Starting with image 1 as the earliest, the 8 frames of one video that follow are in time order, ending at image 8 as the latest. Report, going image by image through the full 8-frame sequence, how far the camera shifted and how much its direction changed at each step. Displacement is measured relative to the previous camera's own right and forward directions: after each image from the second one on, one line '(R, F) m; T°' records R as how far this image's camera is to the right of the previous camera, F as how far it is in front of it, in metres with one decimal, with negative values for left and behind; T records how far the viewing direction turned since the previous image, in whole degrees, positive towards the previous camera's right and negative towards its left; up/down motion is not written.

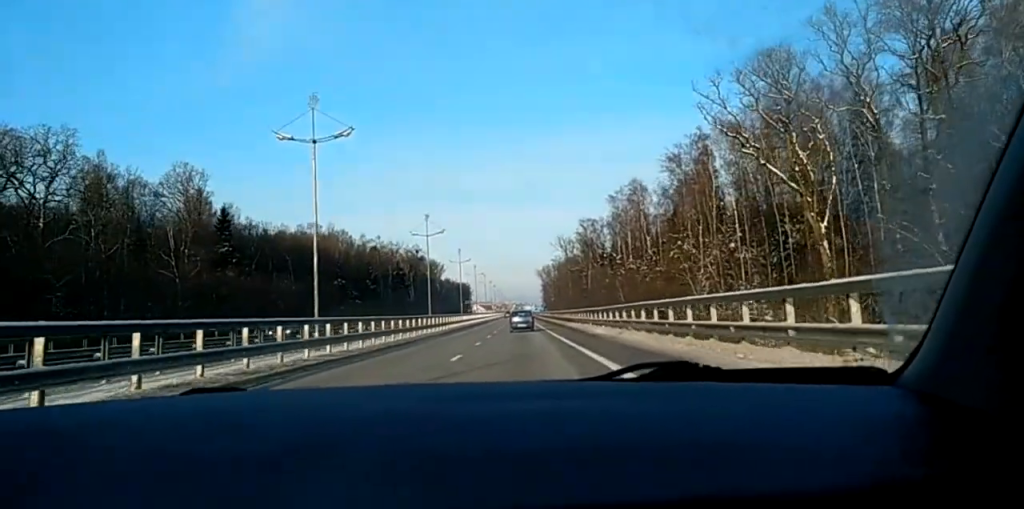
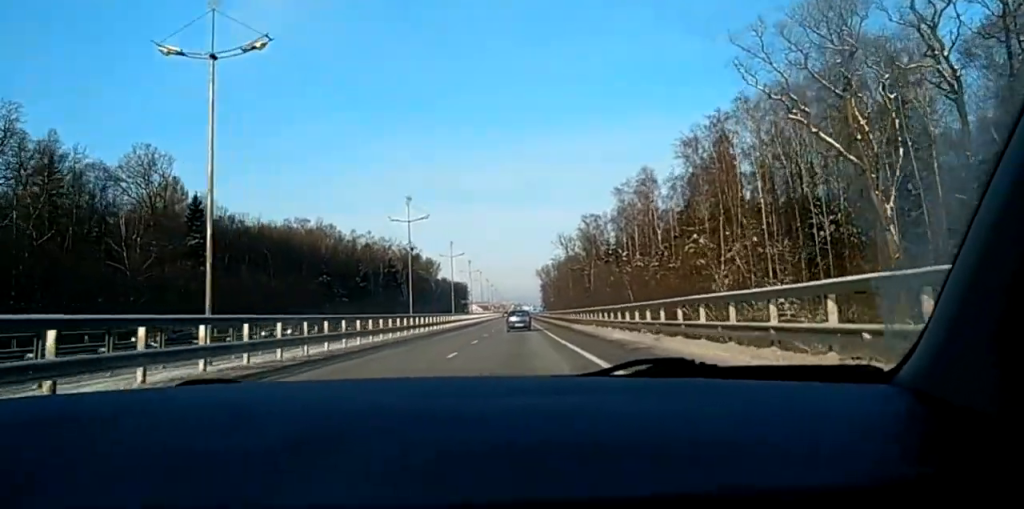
(-0.2, +11.4) m; 0°
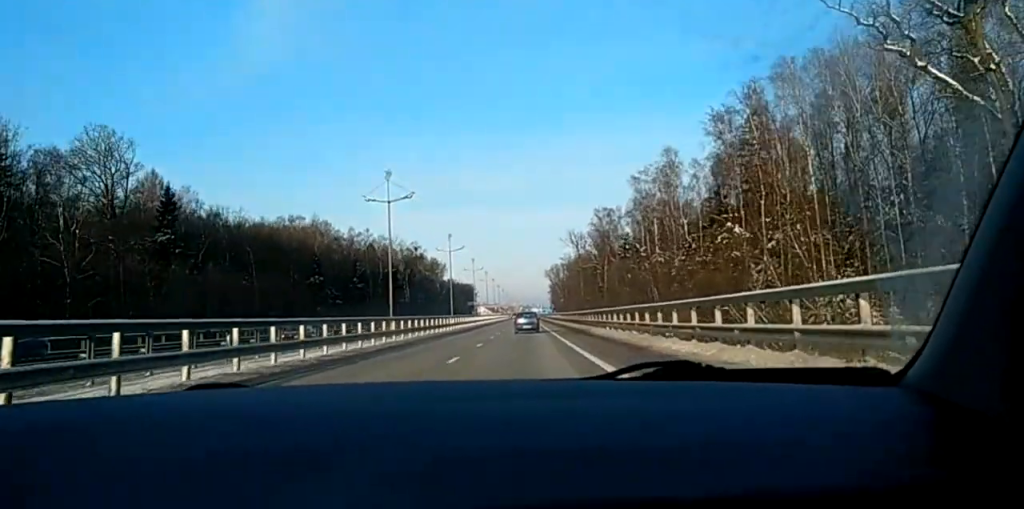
(+0.1, +13.4) m; 0°
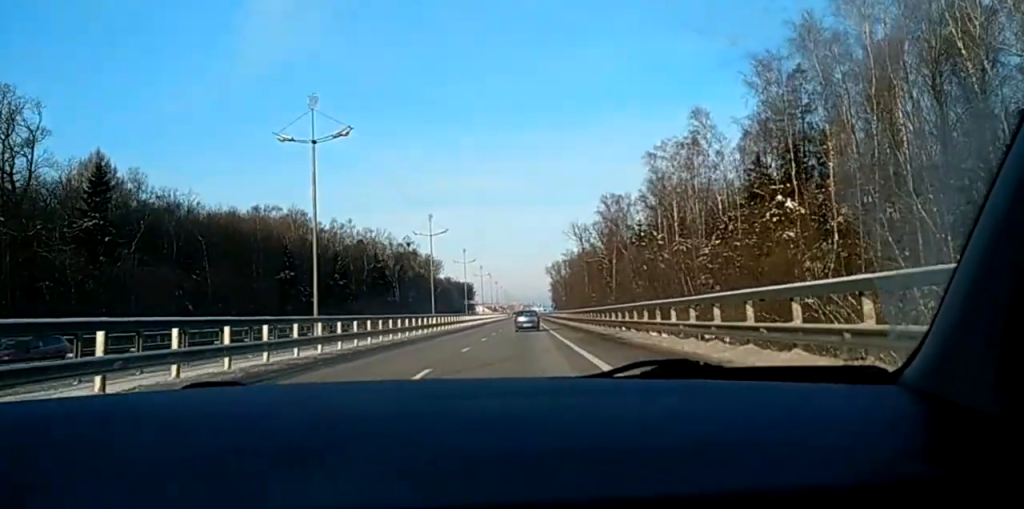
(+0.3, +18.4) m; 0°
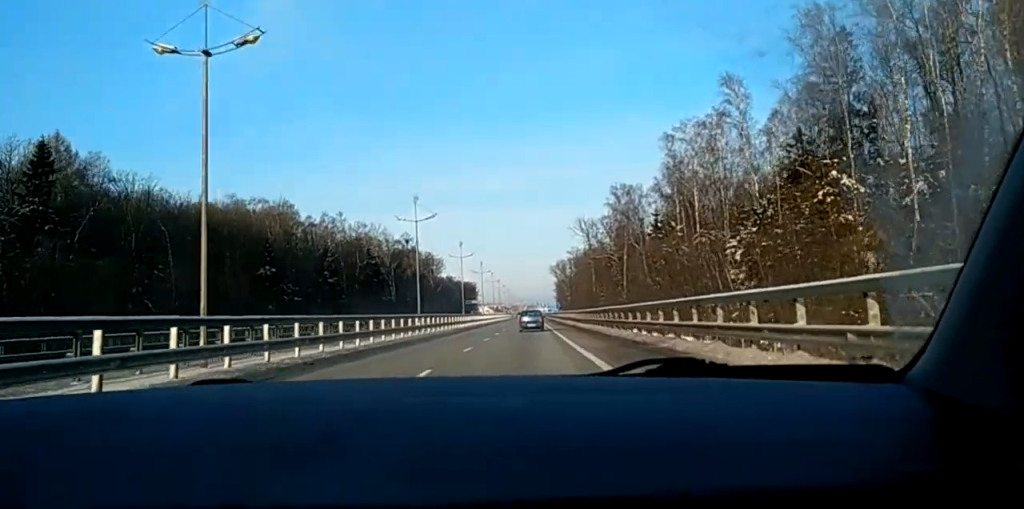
(-0.1, +12.2) m; -1°
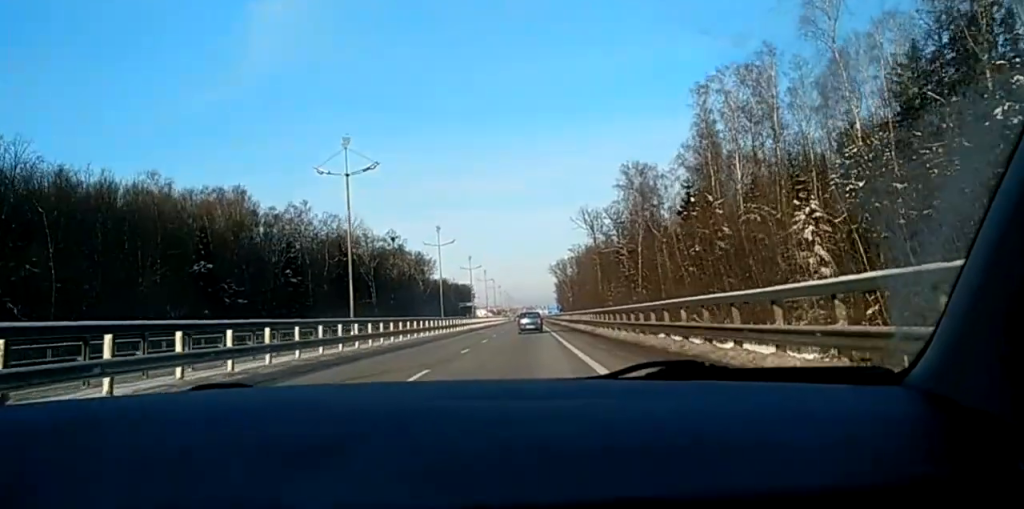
(-0.2, +23.4) m; -1°
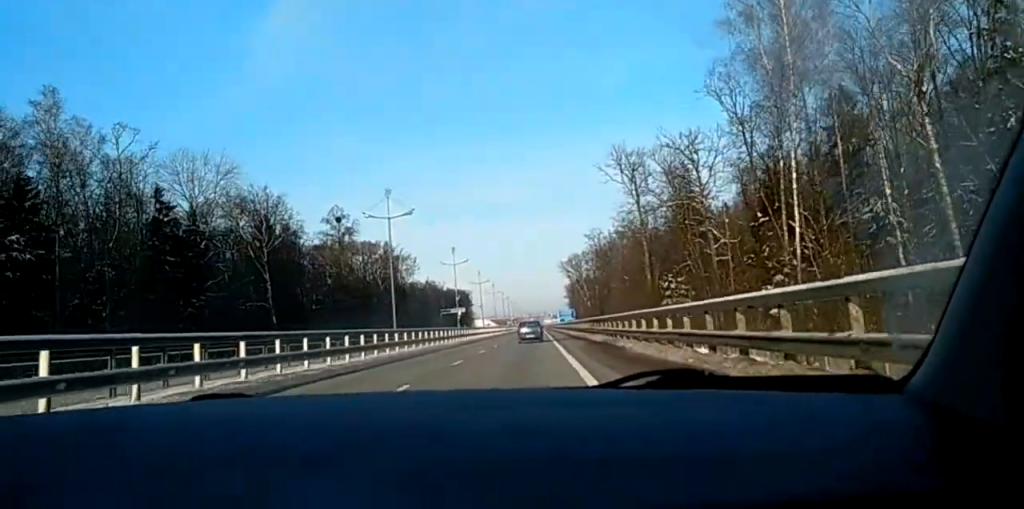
(+0.5, +73.1) m; 0°
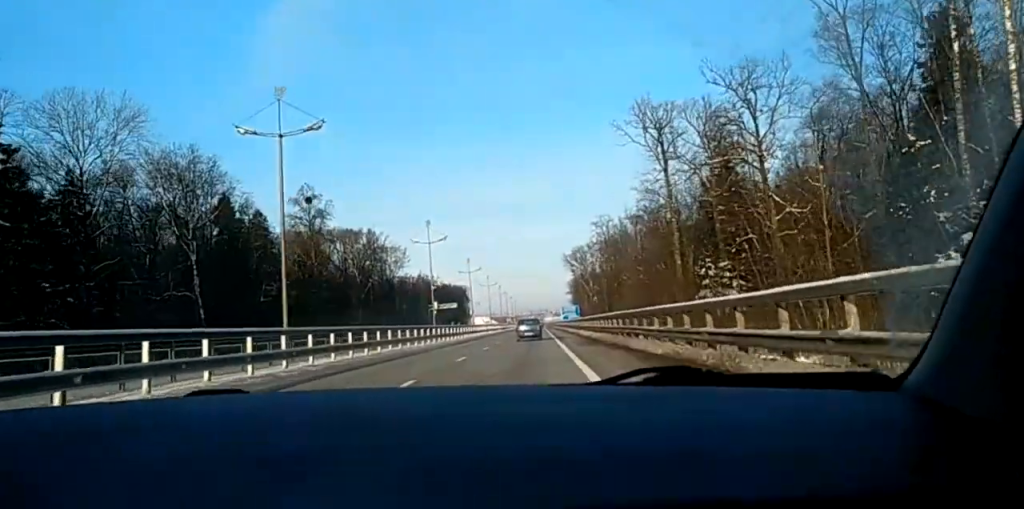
(-0.1, +23.8) m; 0°
